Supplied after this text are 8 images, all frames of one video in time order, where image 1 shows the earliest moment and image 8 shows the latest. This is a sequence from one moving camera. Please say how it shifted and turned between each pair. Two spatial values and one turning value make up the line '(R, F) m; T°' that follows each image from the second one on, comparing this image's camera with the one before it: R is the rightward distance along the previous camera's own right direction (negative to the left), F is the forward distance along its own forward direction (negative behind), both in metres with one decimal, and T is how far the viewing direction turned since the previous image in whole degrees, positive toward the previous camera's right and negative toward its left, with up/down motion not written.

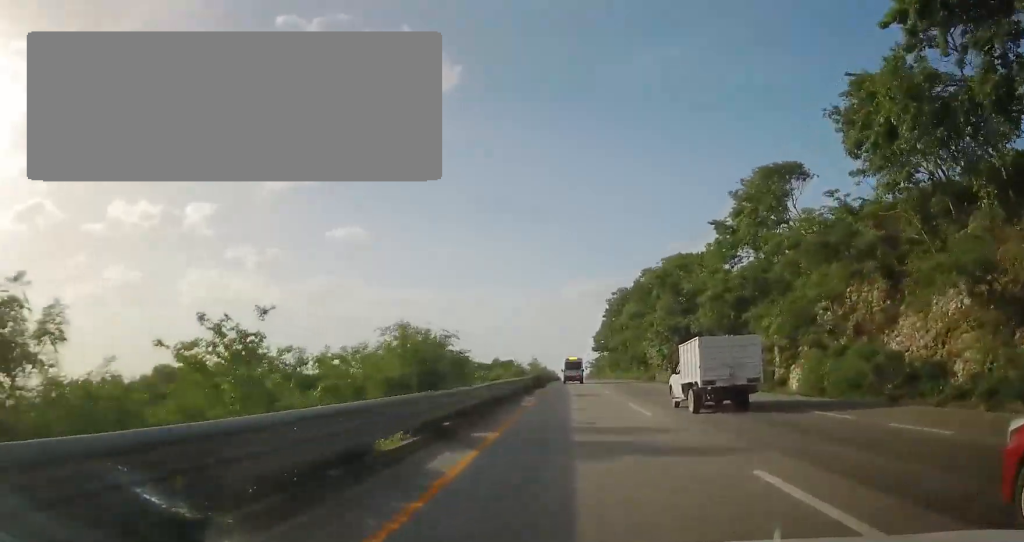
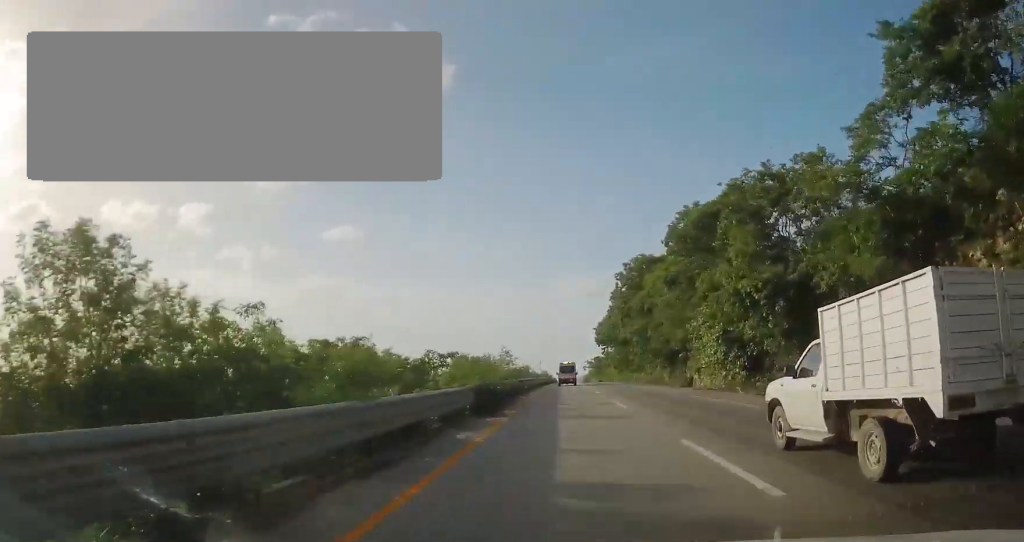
(0.0, +26.2) m; -1°
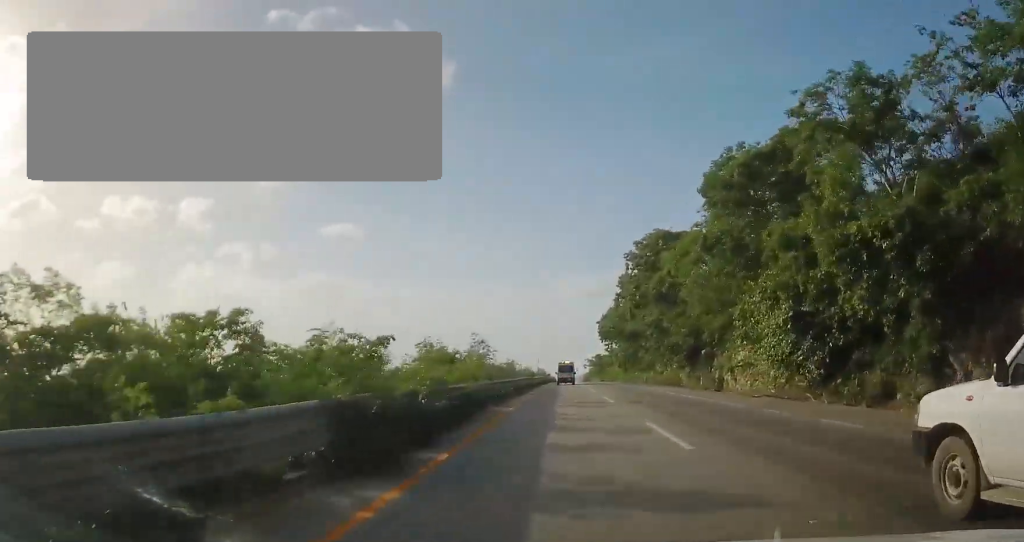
(+0.1, +11.1) m; 0°
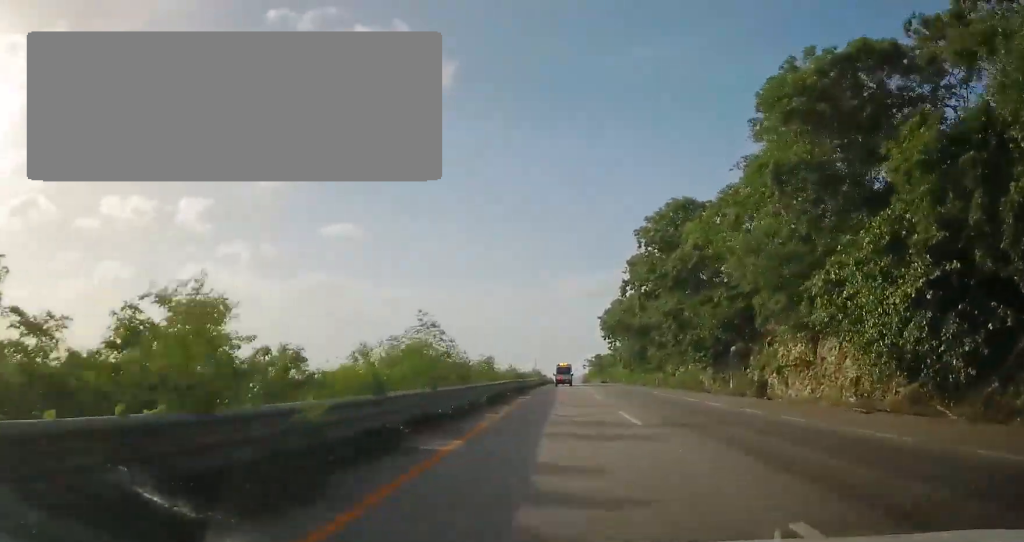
(-0.2, +10.0) m; 0°
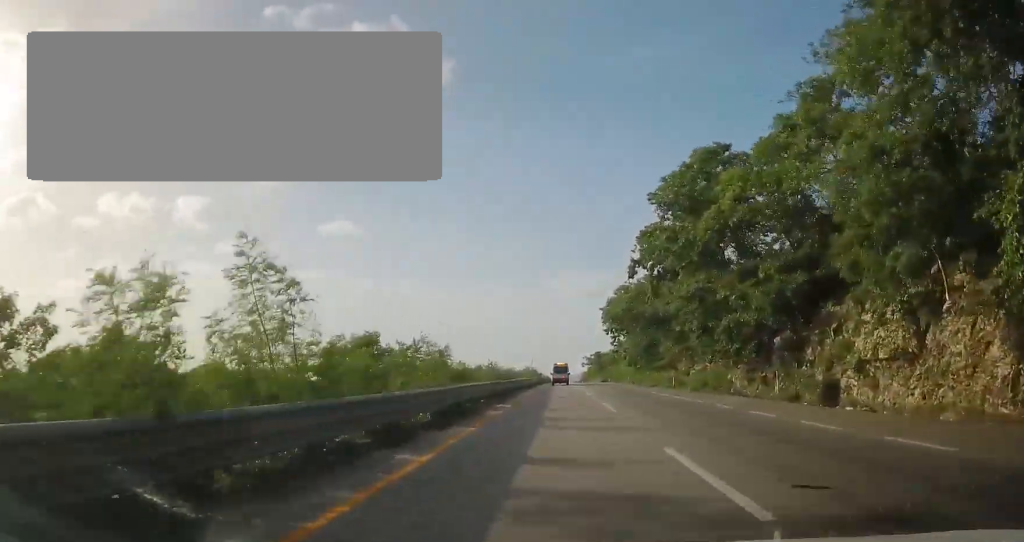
(-0.2, +9.6) m; 0°
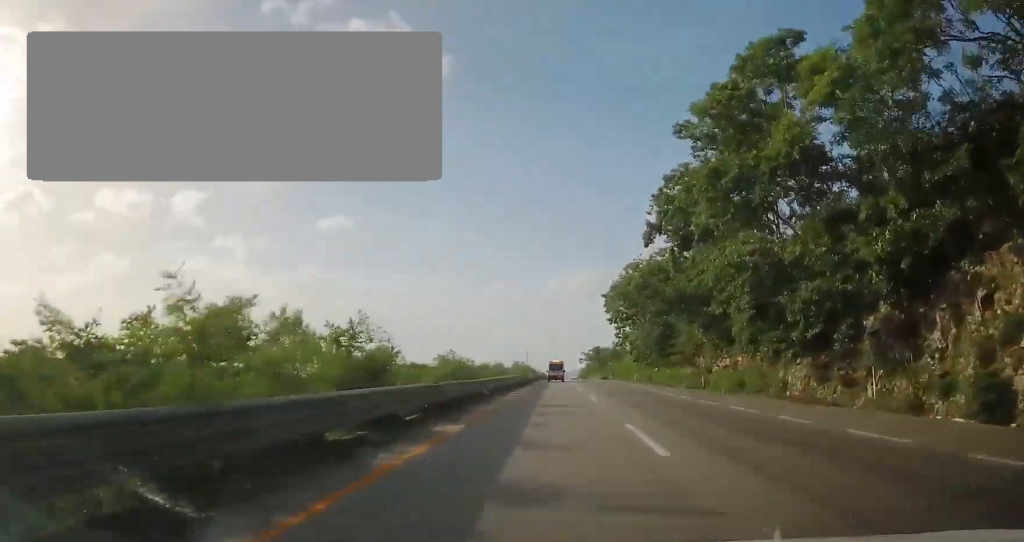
(+0.1, +11.0) m; 0°
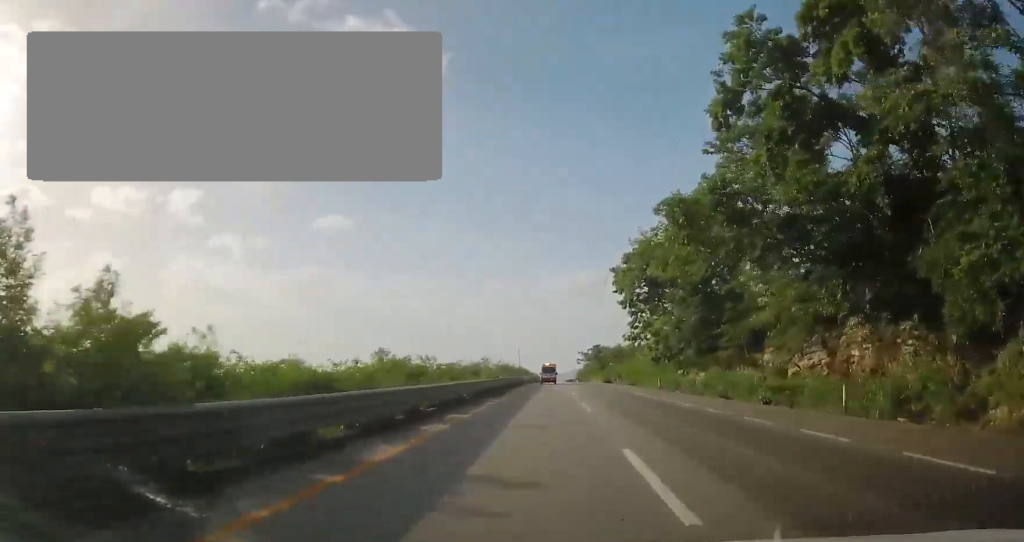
(+0.3, +18.8) m; +1°
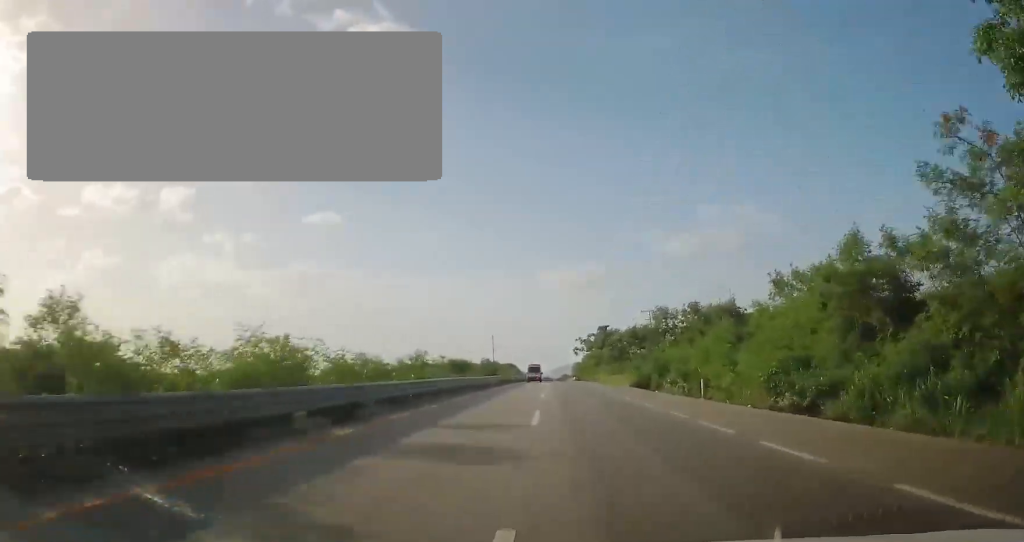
(+0.2, +50.6) m; +1°
